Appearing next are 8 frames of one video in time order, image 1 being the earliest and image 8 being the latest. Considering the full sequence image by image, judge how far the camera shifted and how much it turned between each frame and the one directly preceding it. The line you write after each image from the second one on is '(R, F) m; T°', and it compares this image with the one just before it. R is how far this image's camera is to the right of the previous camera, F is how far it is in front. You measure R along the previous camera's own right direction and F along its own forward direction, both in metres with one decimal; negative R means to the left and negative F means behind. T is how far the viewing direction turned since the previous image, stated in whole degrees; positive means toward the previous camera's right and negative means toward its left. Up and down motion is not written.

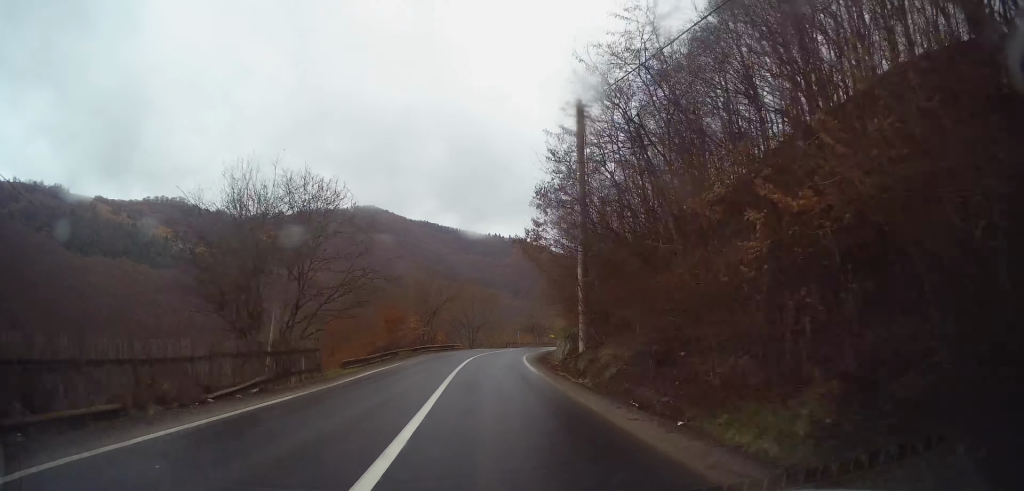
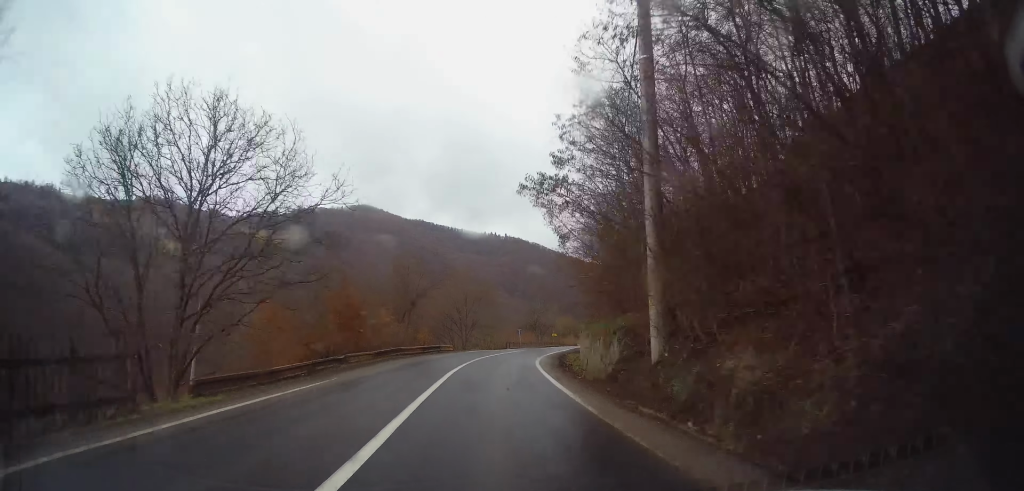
(+0.1, +10.8) m; 0°
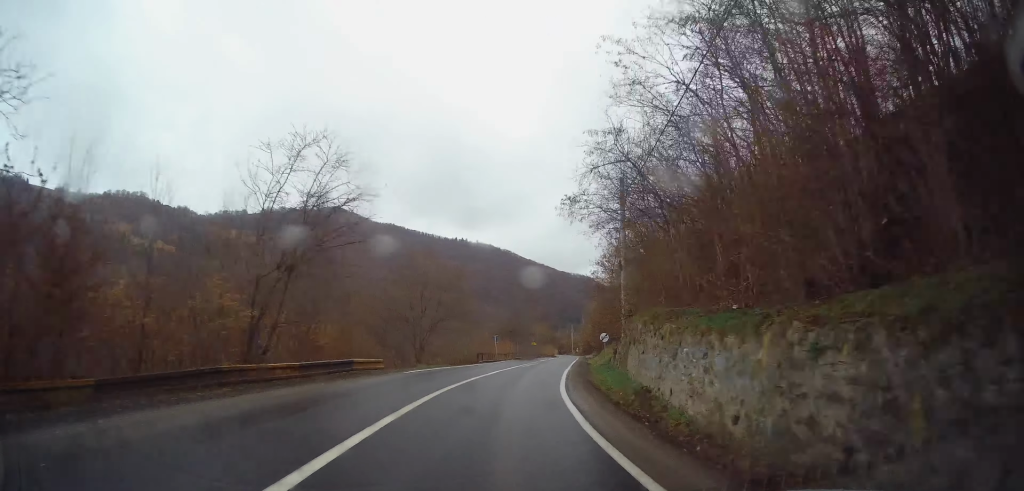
(+0.1, +17.3) m; +3°
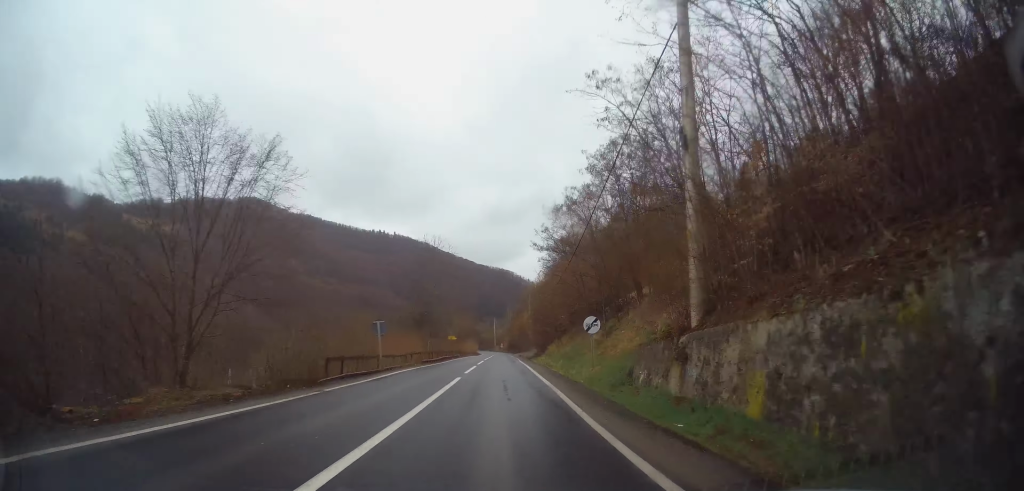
(+1.6, +24.8) m; +8°
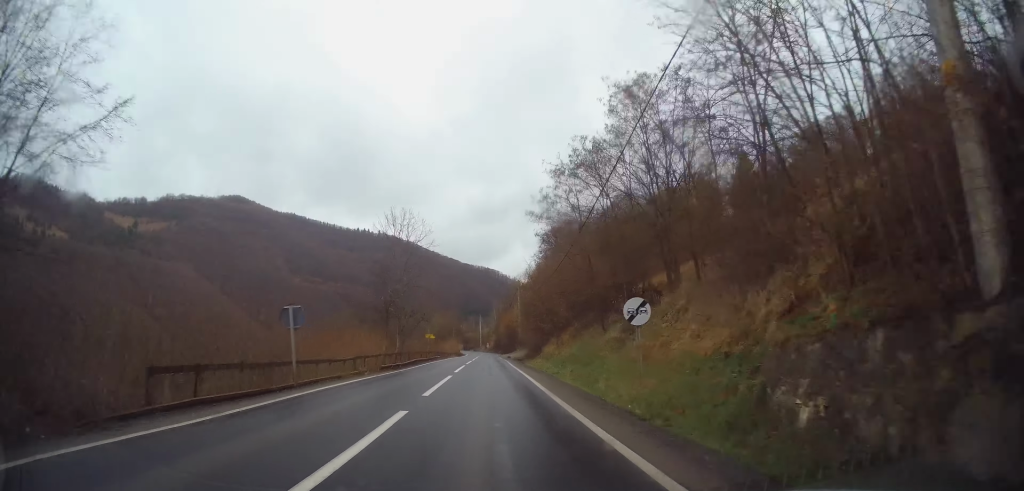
(+0.3, +10.1) m; +1°
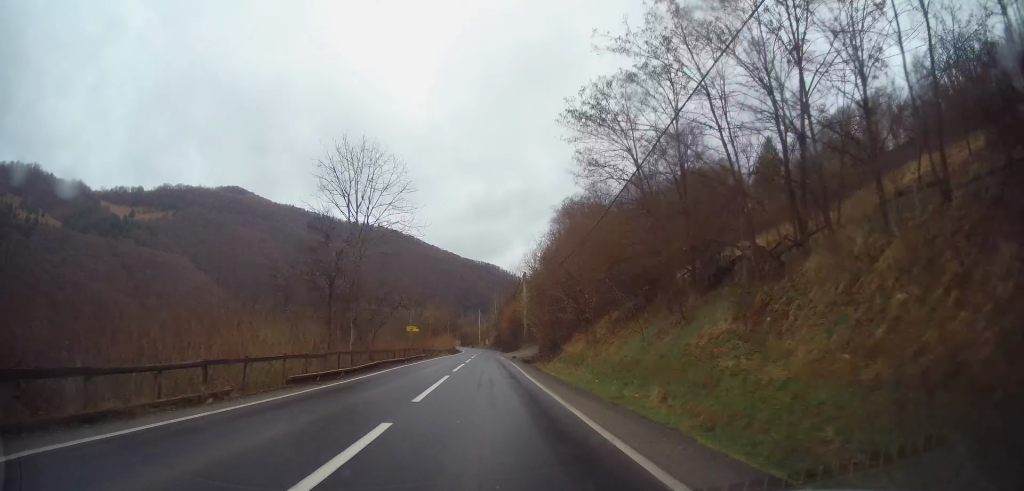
(+0.1, +13.7) m; 0°
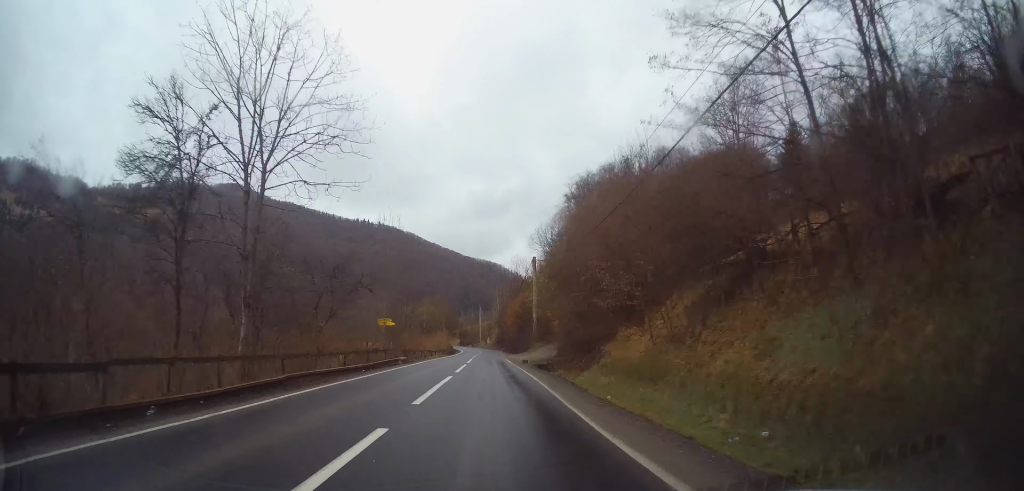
(-0.1, +12.7) m; 0°
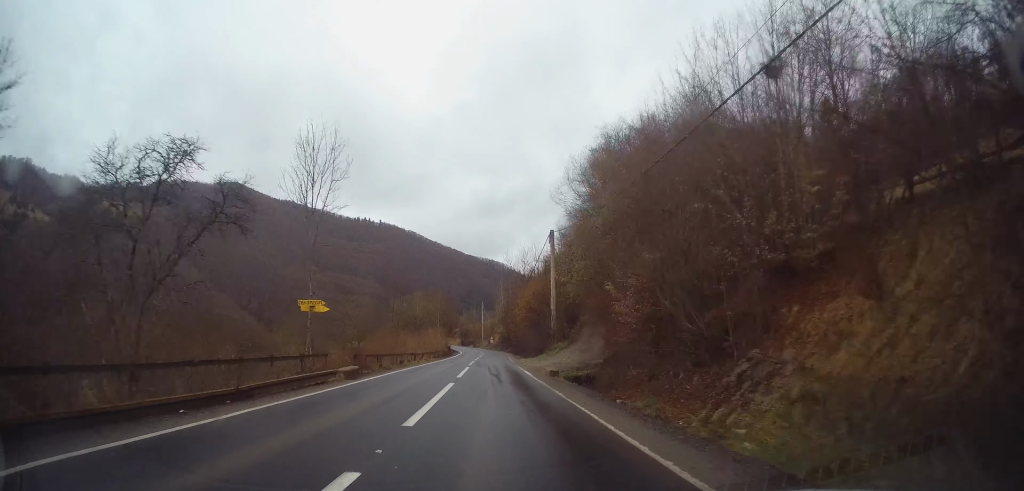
(0.0, +14.7) m; +1°
